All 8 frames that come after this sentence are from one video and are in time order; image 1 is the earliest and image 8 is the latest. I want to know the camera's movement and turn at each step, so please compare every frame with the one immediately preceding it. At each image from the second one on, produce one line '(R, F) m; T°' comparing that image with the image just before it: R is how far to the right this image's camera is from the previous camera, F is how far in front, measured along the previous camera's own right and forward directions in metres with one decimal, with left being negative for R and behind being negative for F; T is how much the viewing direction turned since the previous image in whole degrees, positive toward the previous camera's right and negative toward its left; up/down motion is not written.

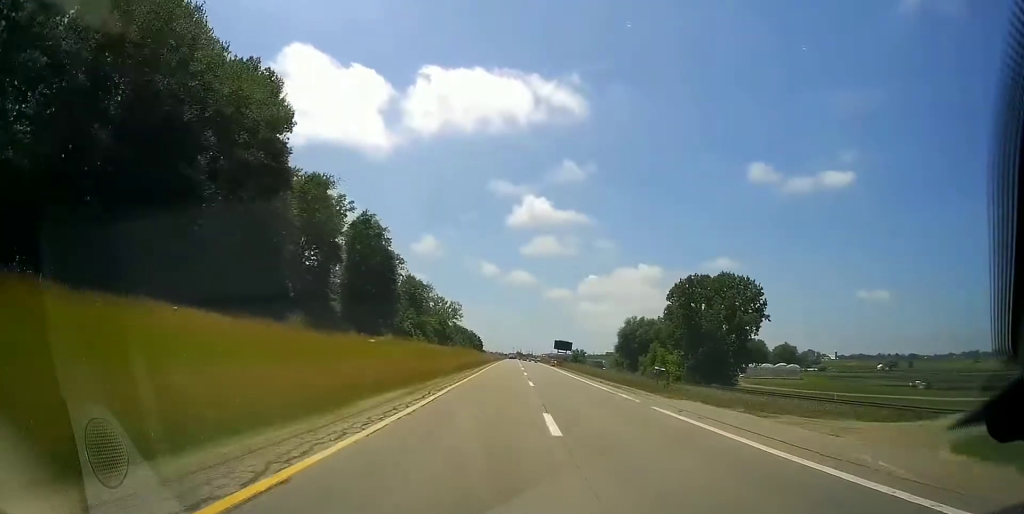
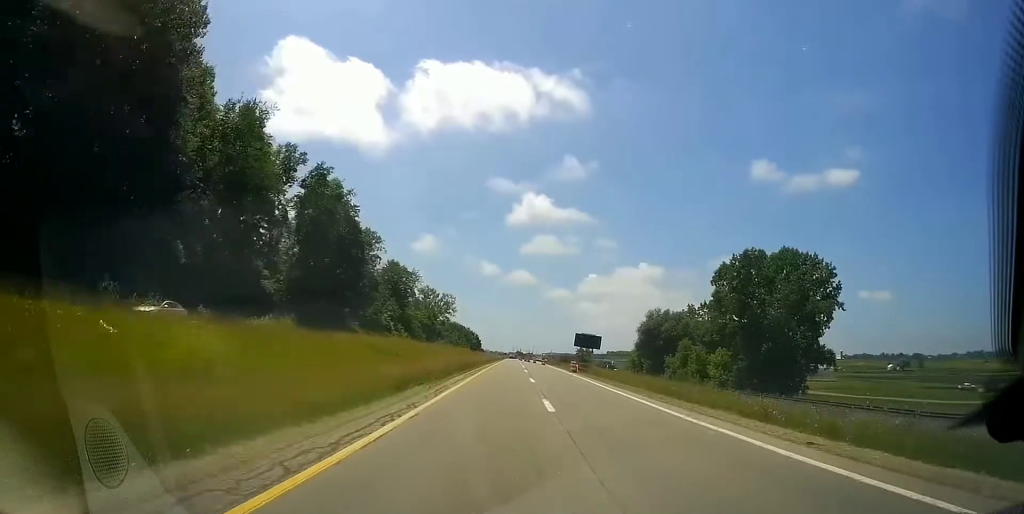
(-0.1, +25.6) m; 0°
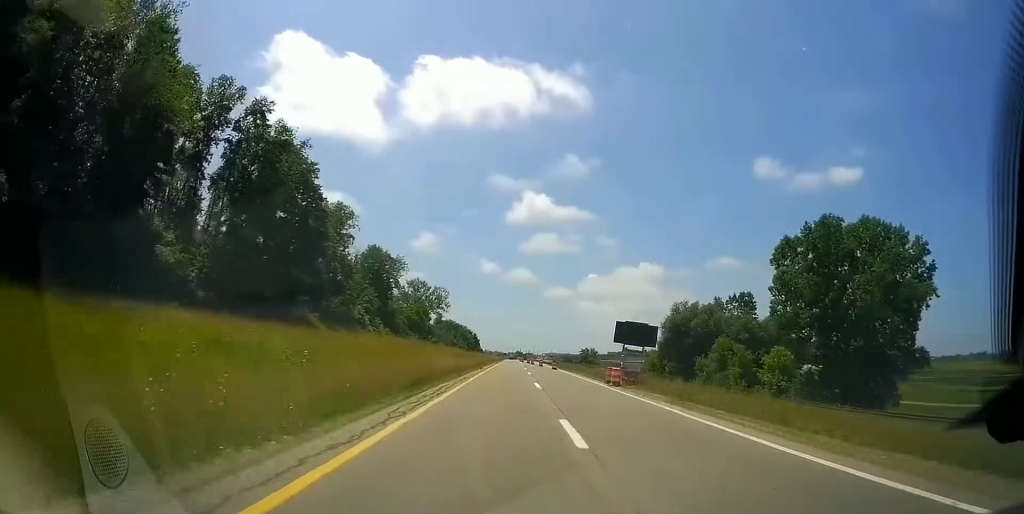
(-0.1, +21.9) m; 0°
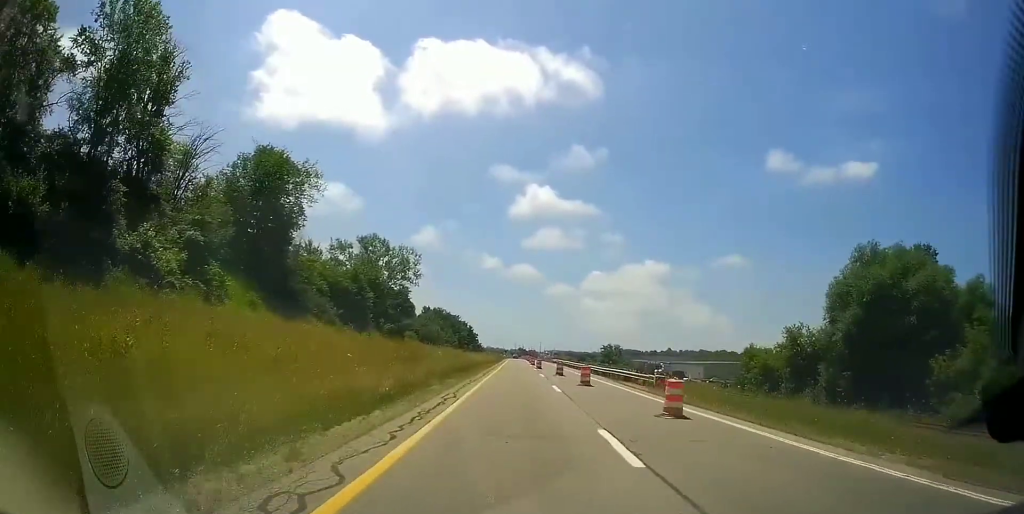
(+0.5, +64.0) m; +1°
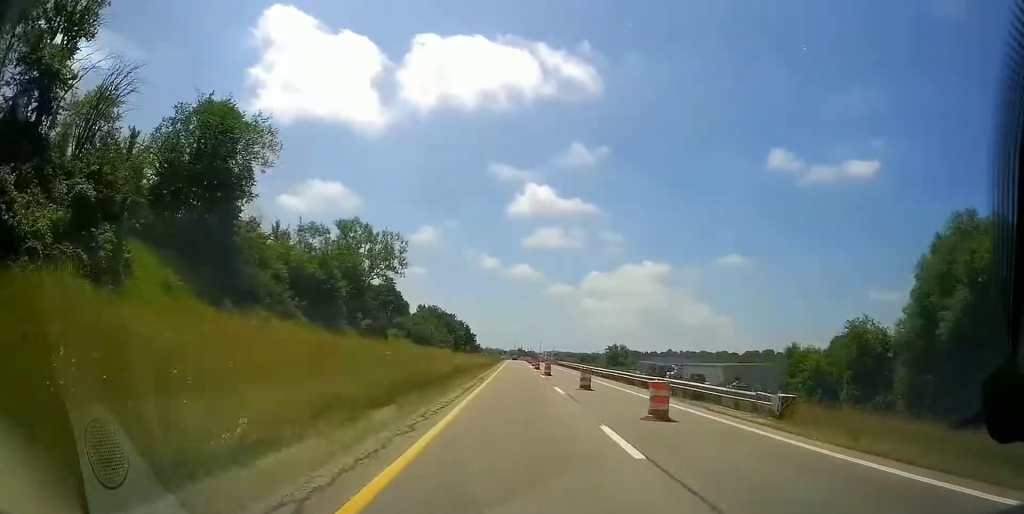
(+0.2, +14.8) m; 0°
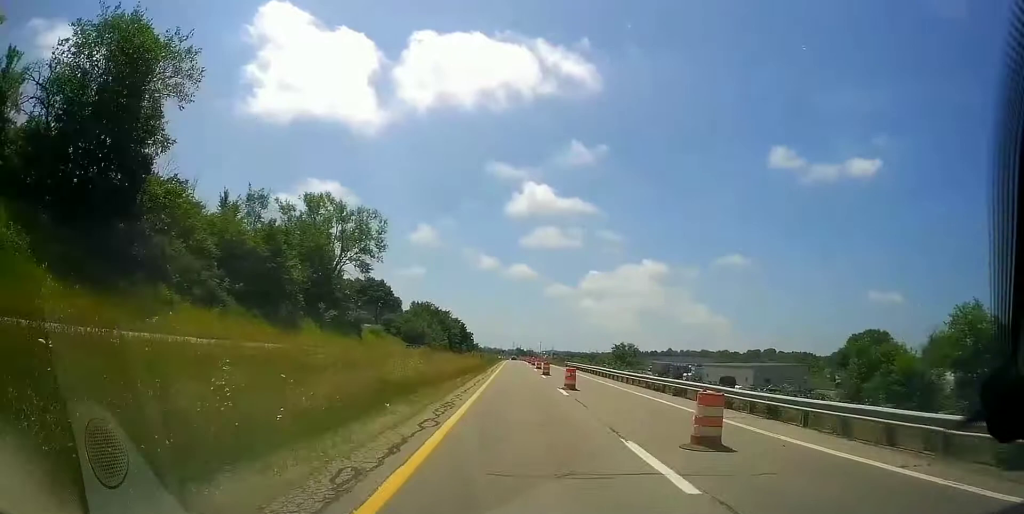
(+0.1, +17.1) m; 0°
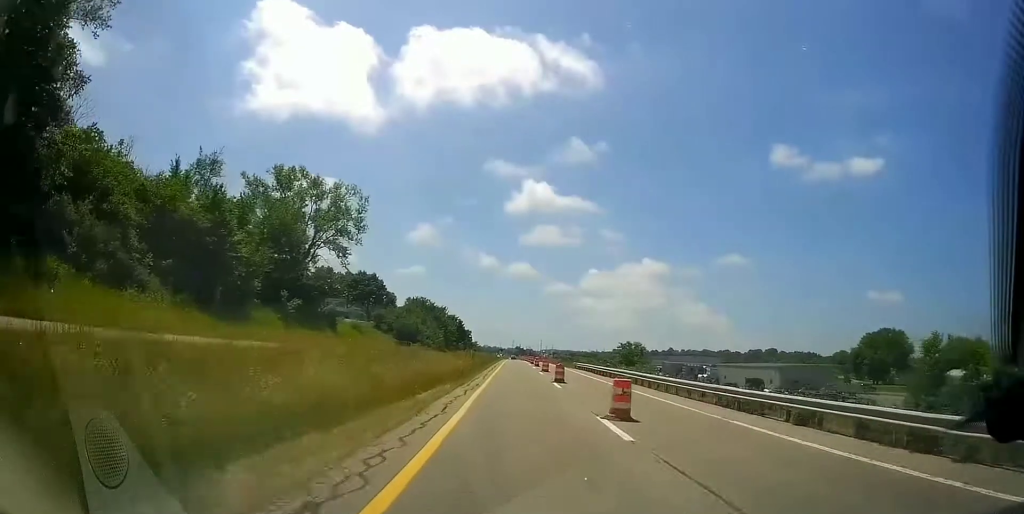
(-0.1, +12.0) m; -1°
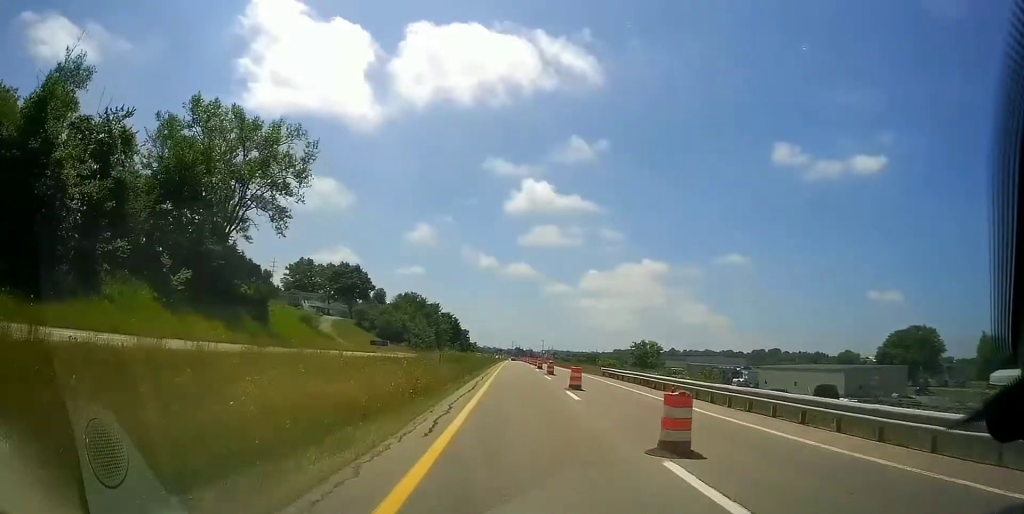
(-0.3, +21.6) m; -1°
